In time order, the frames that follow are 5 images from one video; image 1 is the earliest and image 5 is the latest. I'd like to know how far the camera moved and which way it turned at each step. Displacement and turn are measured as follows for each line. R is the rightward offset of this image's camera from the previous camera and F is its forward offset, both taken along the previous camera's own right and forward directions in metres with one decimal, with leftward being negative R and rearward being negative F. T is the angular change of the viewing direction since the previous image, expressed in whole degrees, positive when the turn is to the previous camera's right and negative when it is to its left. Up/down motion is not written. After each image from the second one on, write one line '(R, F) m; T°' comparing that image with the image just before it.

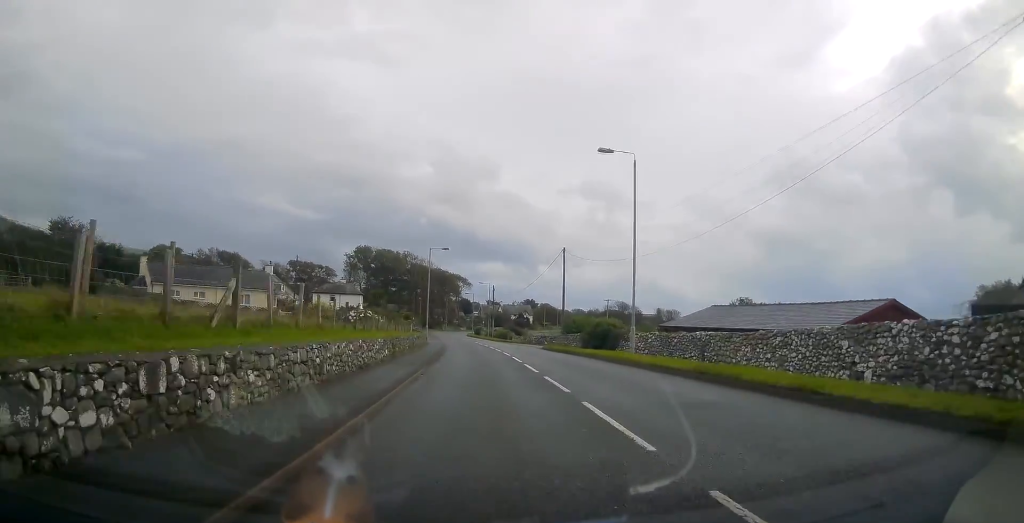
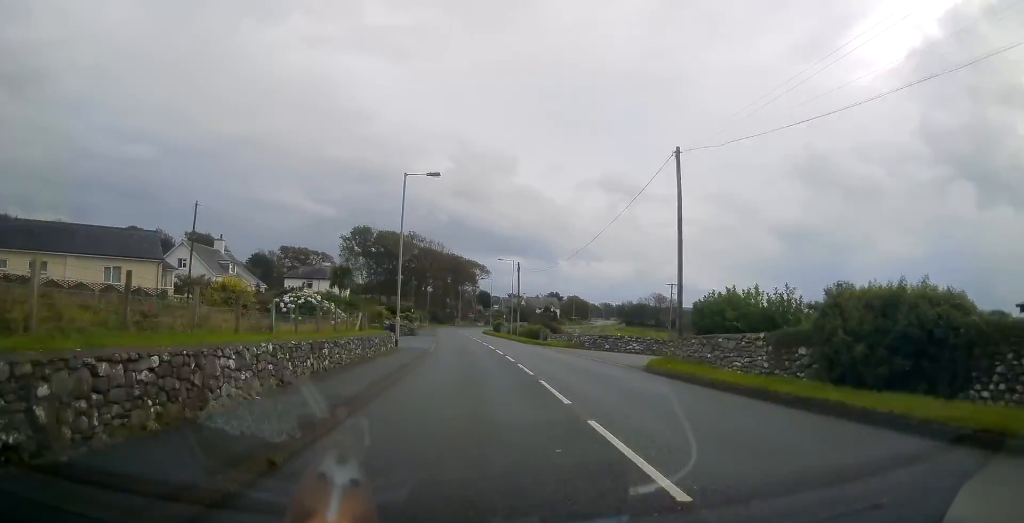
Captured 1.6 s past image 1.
(-0.3, +25.8) m; -2°
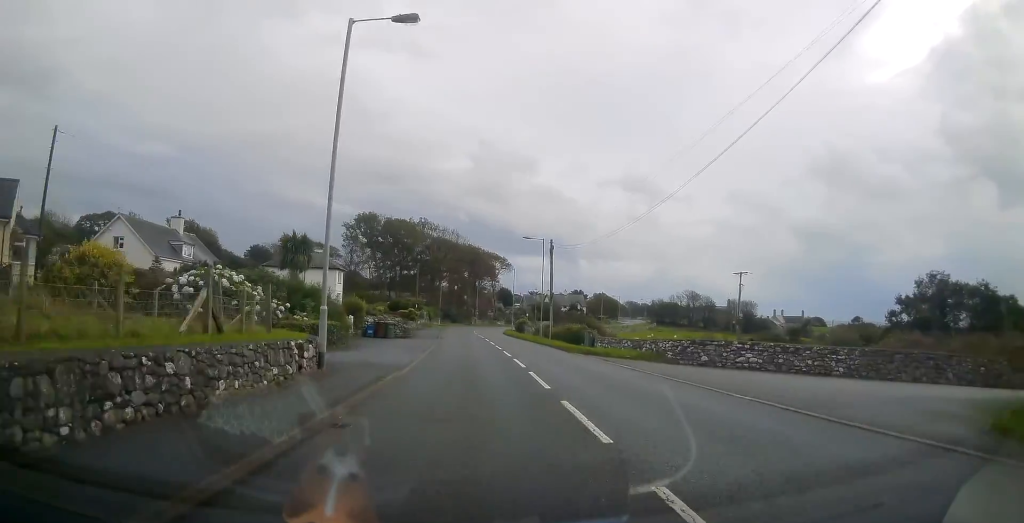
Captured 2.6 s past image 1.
(-0.2, +16.0) m; -2°
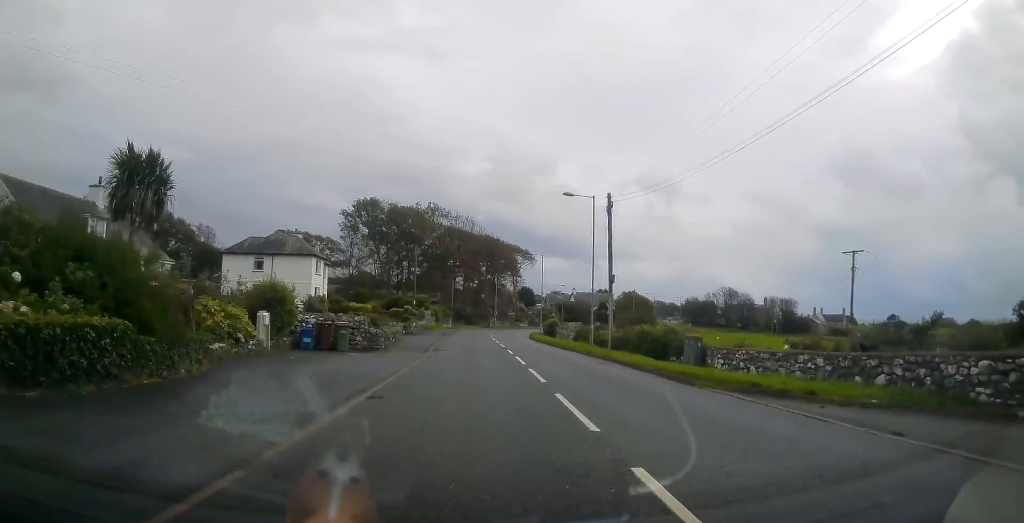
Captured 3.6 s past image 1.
(-0.3, +17.1) m; -2°
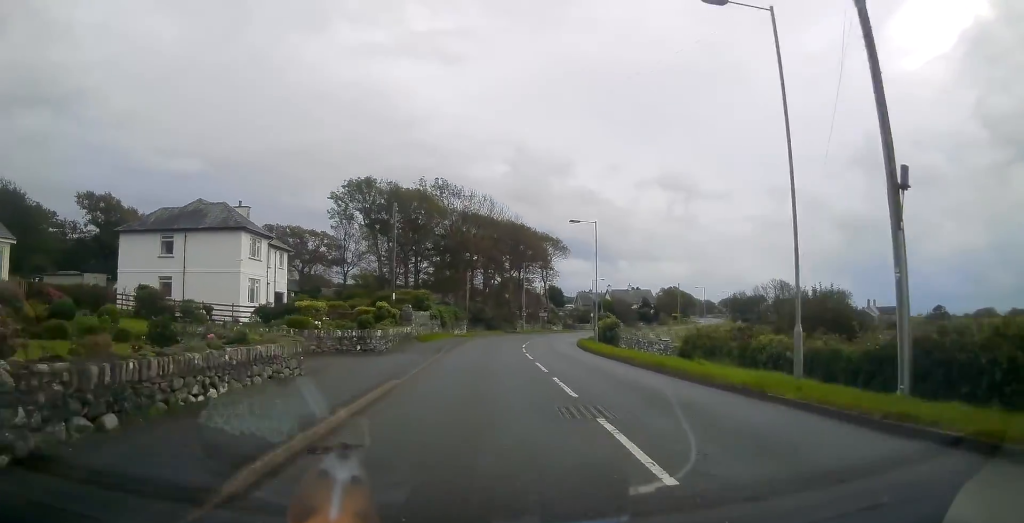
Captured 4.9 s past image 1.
(-0.5, +20.8) m; -2°
